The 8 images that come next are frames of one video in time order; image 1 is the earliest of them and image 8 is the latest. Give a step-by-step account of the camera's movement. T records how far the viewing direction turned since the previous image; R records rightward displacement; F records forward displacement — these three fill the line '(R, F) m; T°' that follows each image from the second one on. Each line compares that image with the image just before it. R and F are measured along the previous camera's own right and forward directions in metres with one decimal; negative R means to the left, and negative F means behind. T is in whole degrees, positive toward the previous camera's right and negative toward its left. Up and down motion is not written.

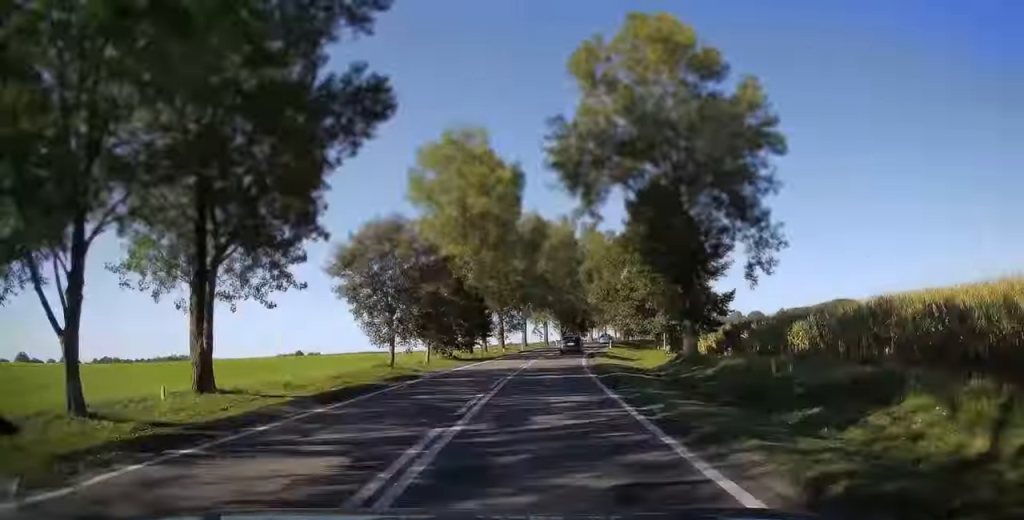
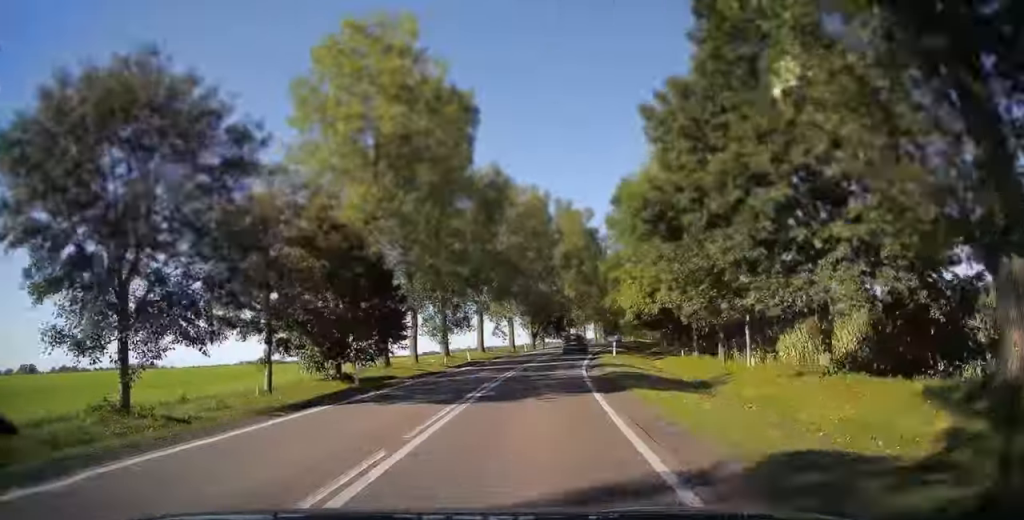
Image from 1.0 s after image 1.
(0.0, +25.5) m; +2°
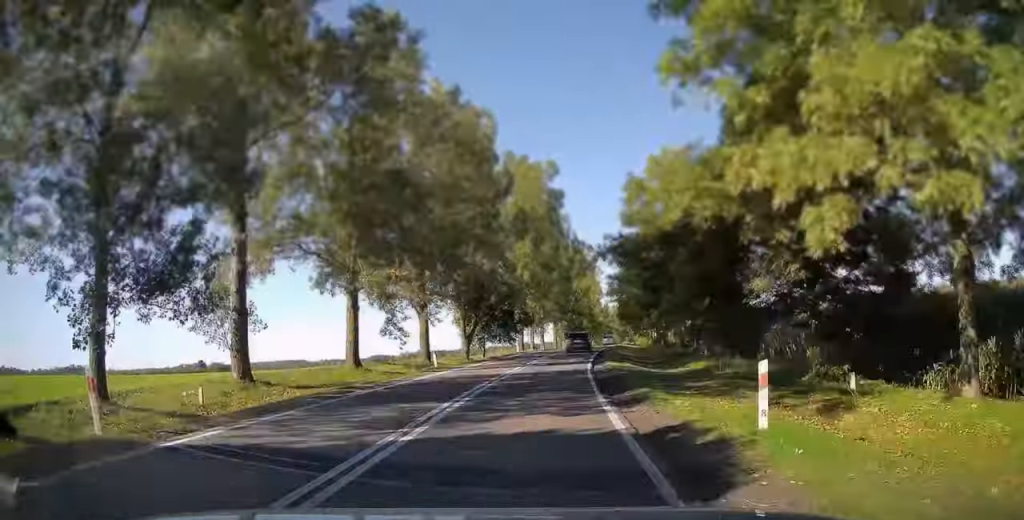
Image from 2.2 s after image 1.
(+1.1, +31.5) m; +4°
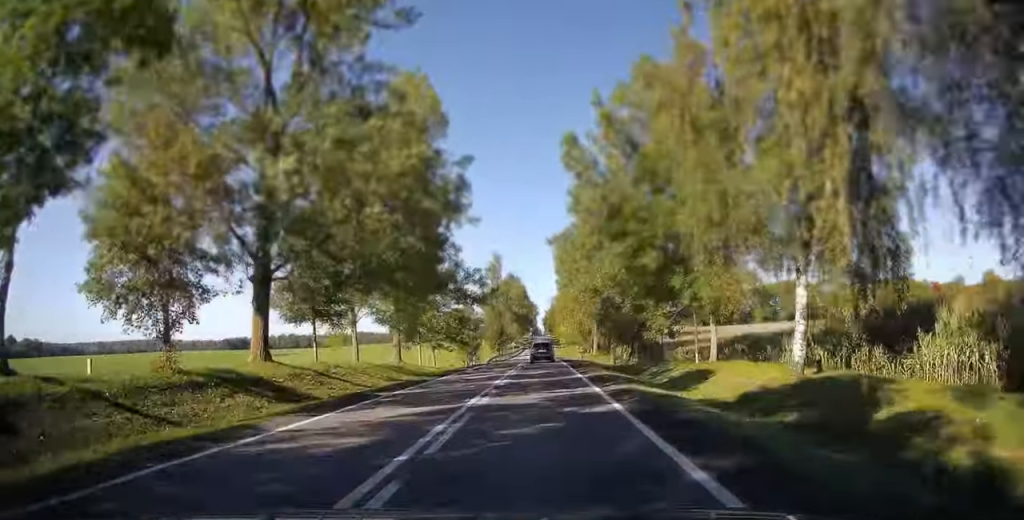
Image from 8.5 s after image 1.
(+19.1, +155.8) m; +9°
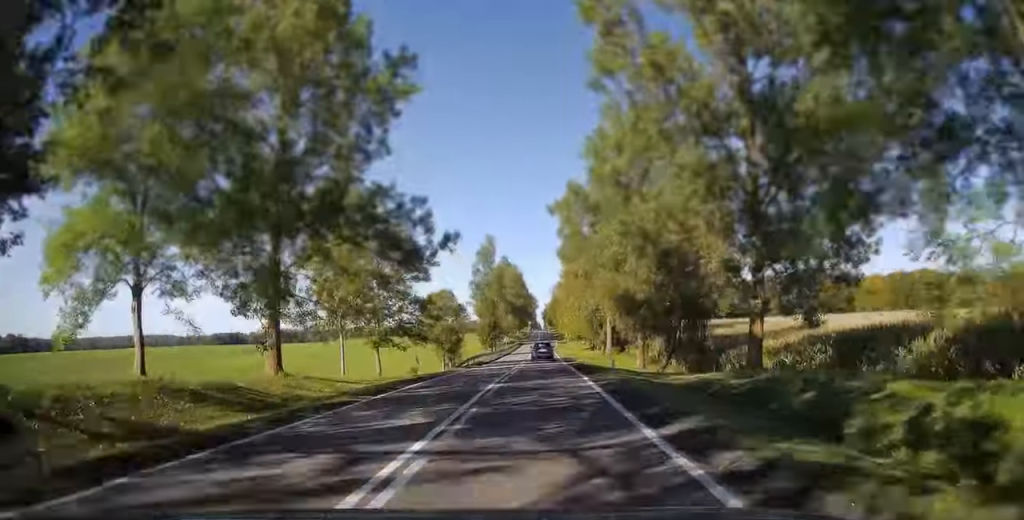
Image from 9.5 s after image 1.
(-0.1, +22.7) m; 0°
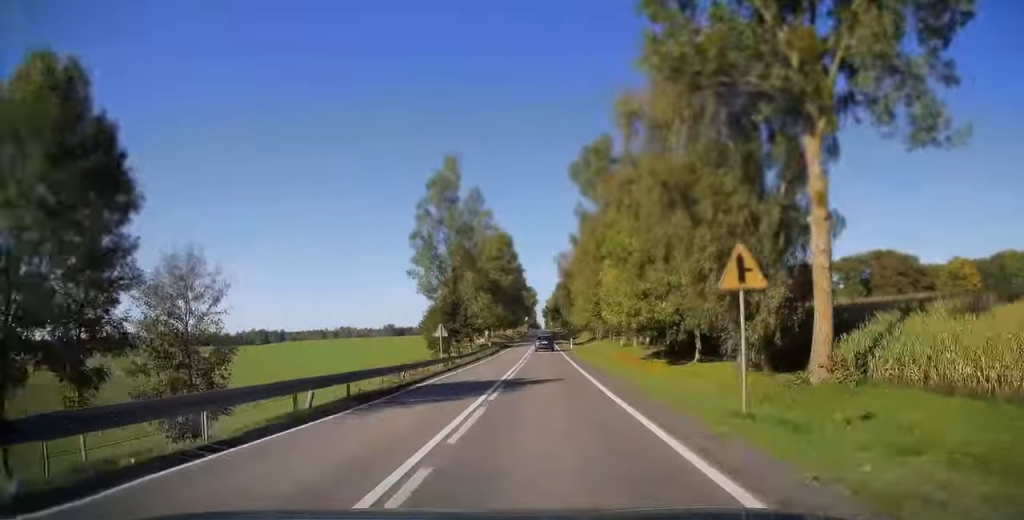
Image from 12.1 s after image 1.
(0.0, +65.1) m; 0°
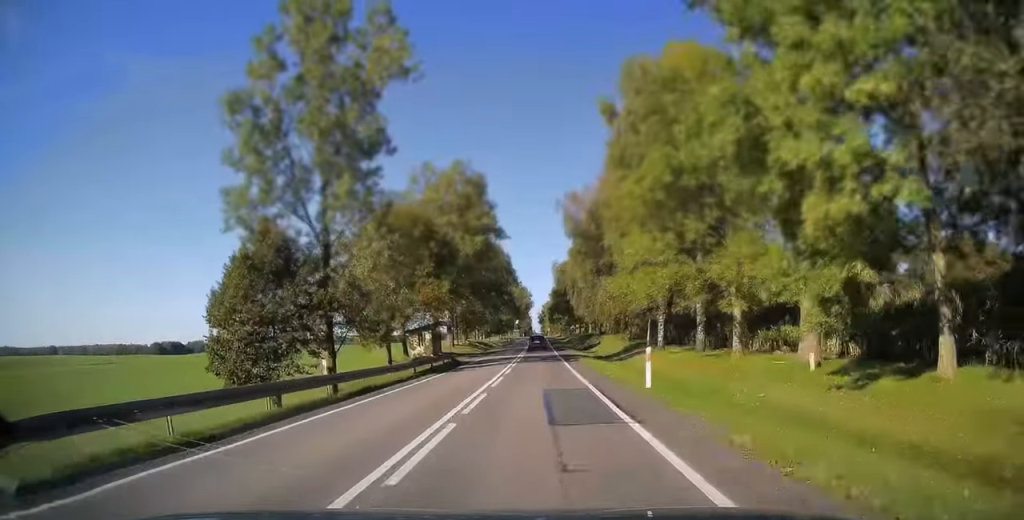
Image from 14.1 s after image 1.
(0.0, +47.9) m; 0°
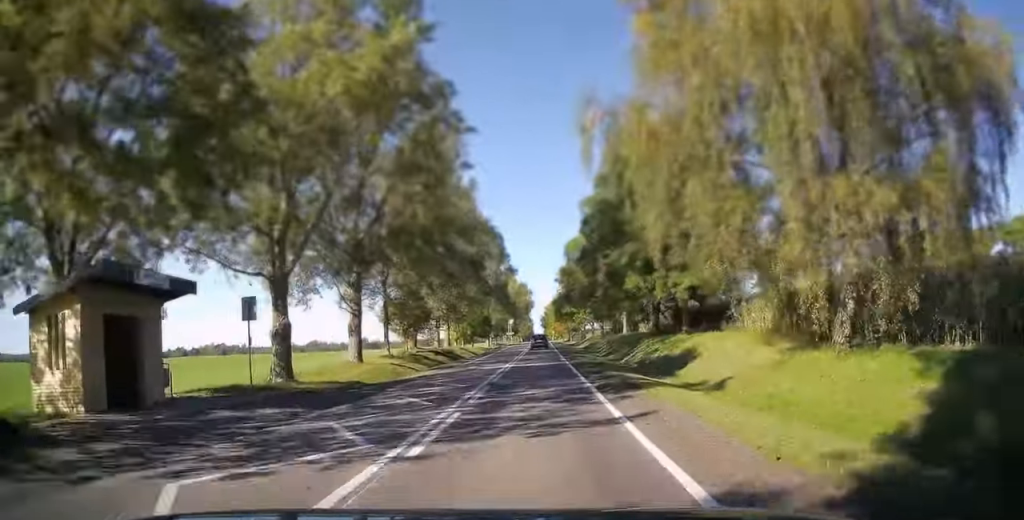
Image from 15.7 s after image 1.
(0.0, +41.8) m; 0°
